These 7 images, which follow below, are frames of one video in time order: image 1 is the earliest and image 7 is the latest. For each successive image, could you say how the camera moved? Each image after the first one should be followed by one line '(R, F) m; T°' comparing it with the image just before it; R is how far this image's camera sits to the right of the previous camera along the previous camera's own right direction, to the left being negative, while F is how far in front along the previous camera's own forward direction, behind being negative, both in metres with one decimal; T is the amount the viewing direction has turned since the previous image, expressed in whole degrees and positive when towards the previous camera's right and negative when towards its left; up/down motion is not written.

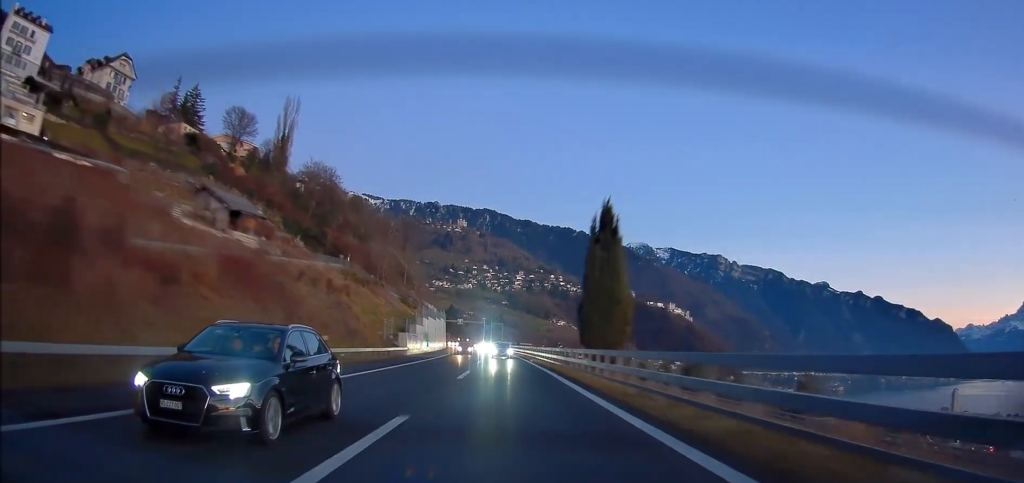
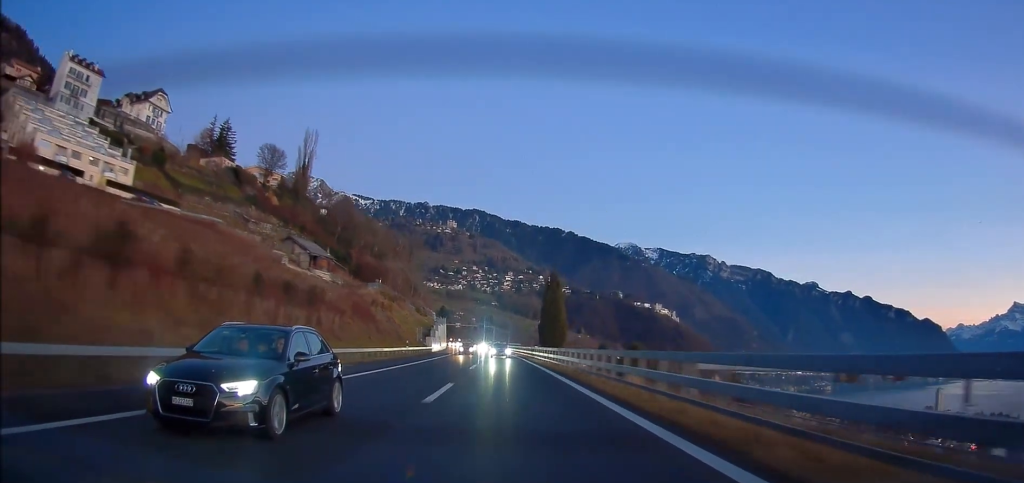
(+0.2, +27.3) m; +1°
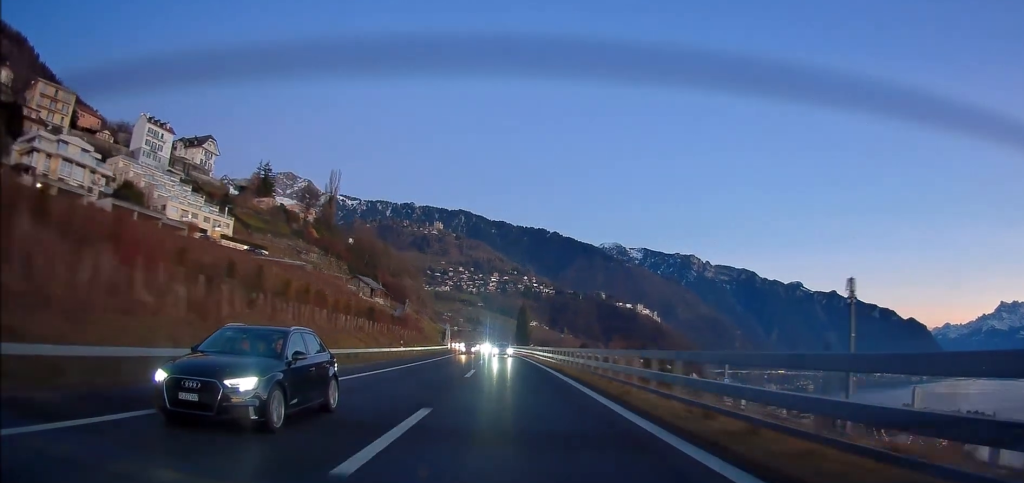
(+0.2, +45.8) m; +1°
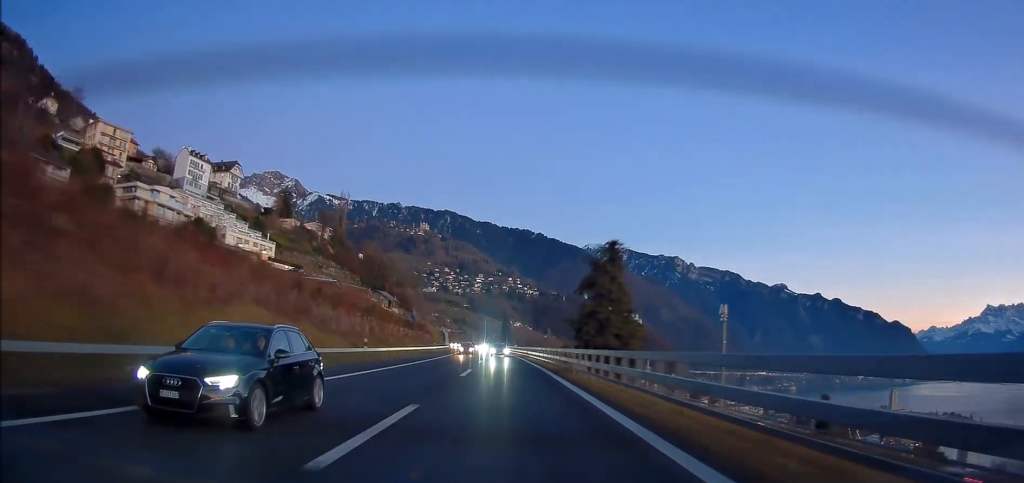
(+0.7, +36.8) m; +2°
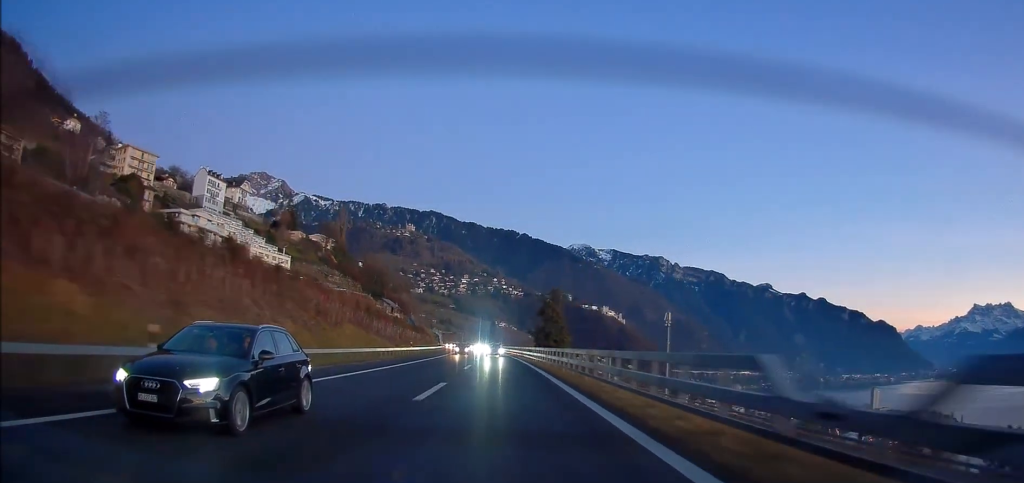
(+0.2, +25.5) m; +1°
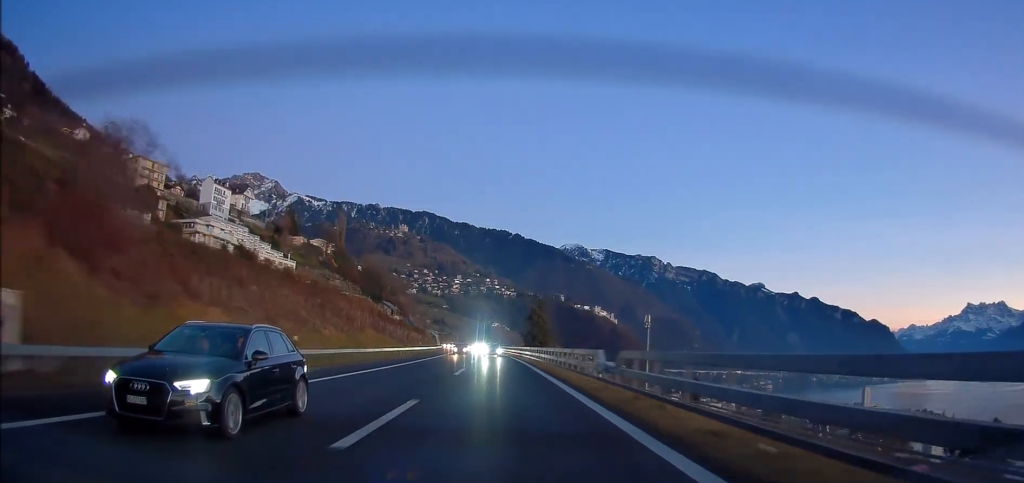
(+0.1, +11.8) m; +1°
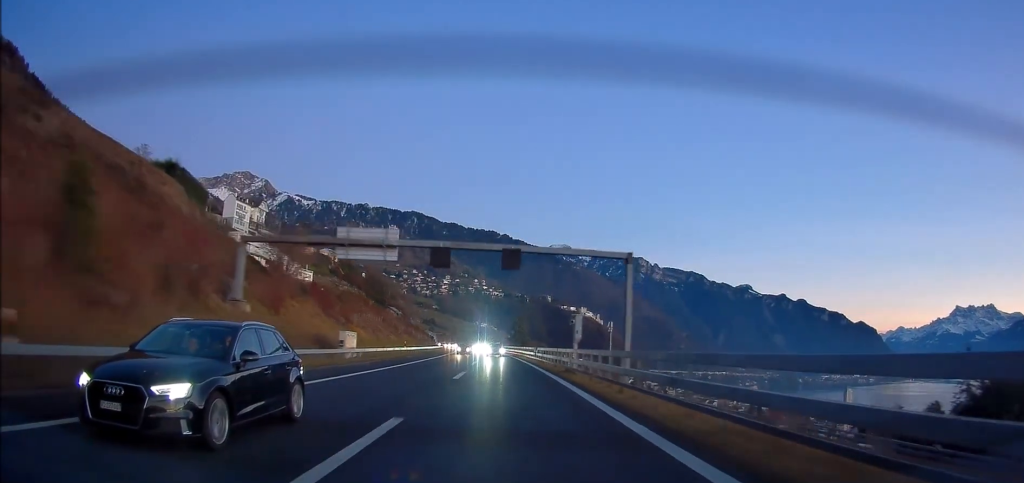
(+0.2, +32.6) m; +1°
